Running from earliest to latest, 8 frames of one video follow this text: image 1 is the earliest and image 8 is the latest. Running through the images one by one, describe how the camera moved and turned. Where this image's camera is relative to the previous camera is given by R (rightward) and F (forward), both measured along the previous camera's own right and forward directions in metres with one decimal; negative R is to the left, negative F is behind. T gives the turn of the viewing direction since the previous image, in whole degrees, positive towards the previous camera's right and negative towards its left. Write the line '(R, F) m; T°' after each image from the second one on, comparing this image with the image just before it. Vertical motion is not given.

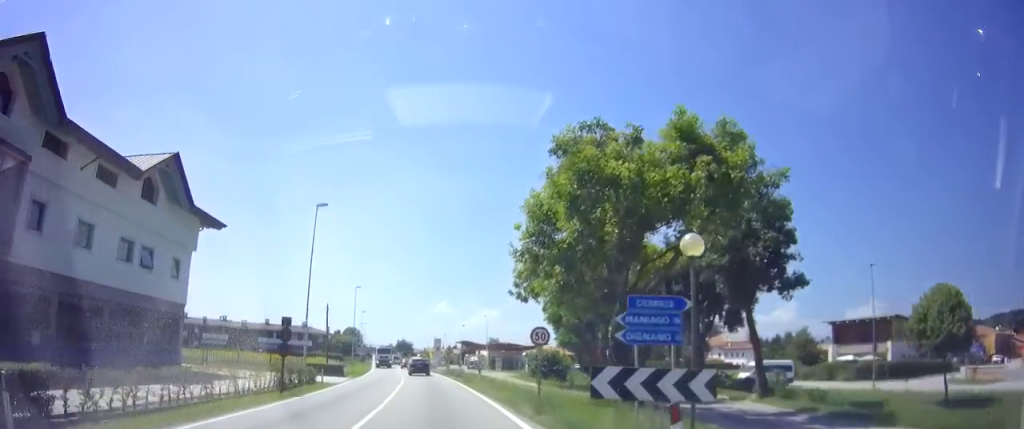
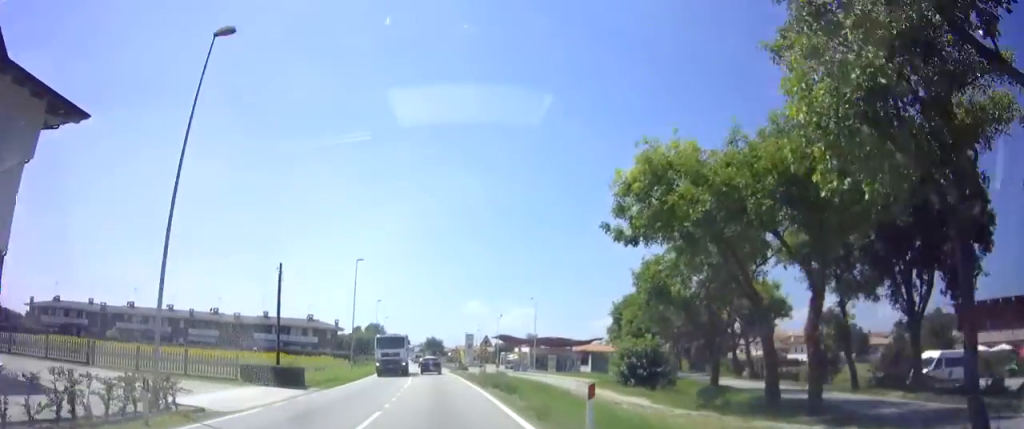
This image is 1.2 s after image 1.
(-0.4, +18.2) m; -3°
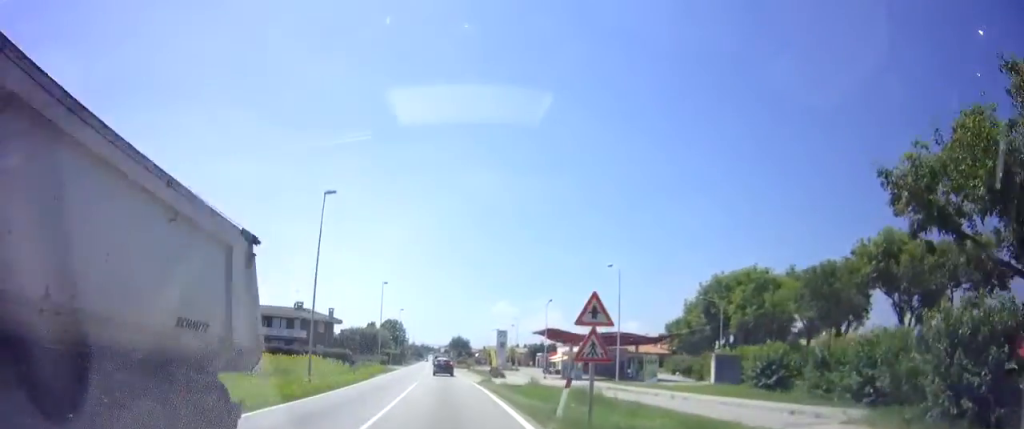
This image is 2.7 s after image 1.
(-0.9, +21.7) m; -4°
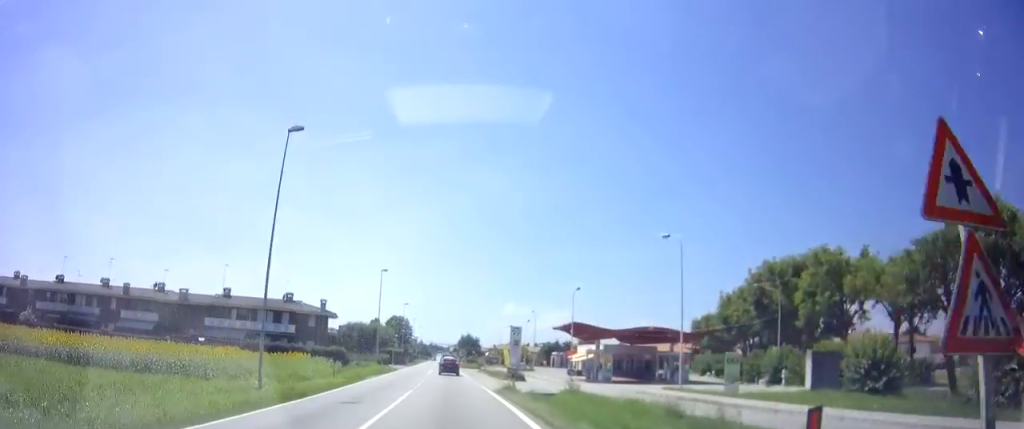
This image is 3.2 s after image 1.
(-0.1, +8.6) m; 0°
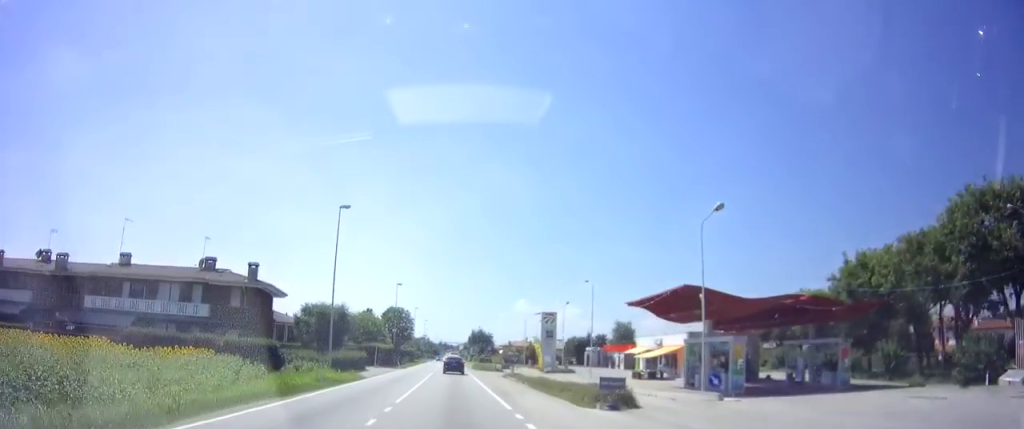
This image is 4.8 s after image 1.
(0.0, +24.6) m; -1°
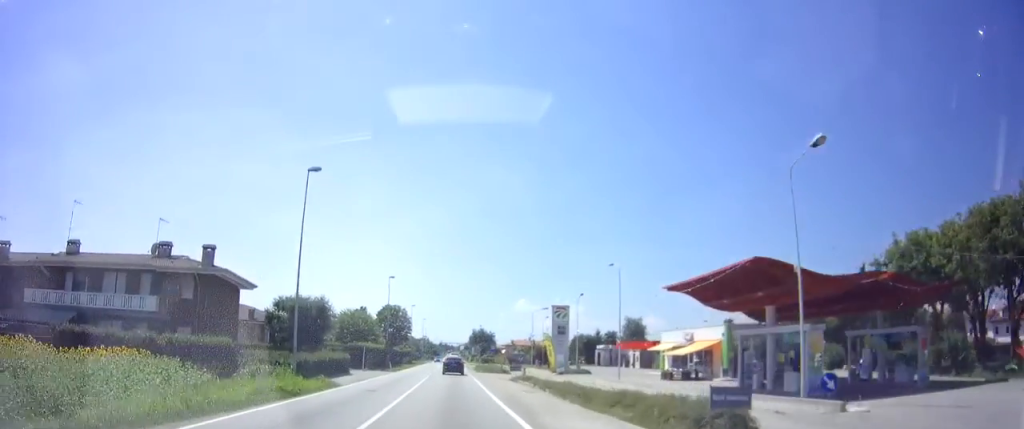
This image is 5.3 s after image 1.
(-0.2, +7.2) m; 0°
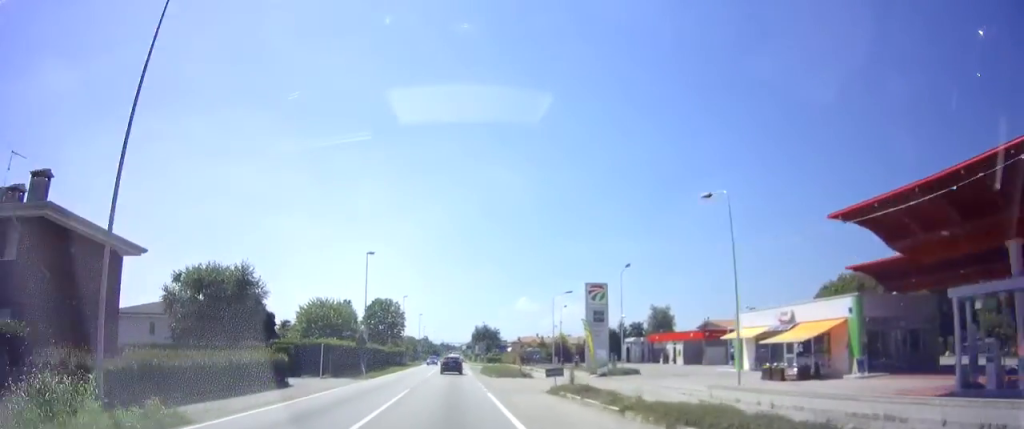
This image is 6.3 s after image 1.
(0.0, +15.0) m; 0°
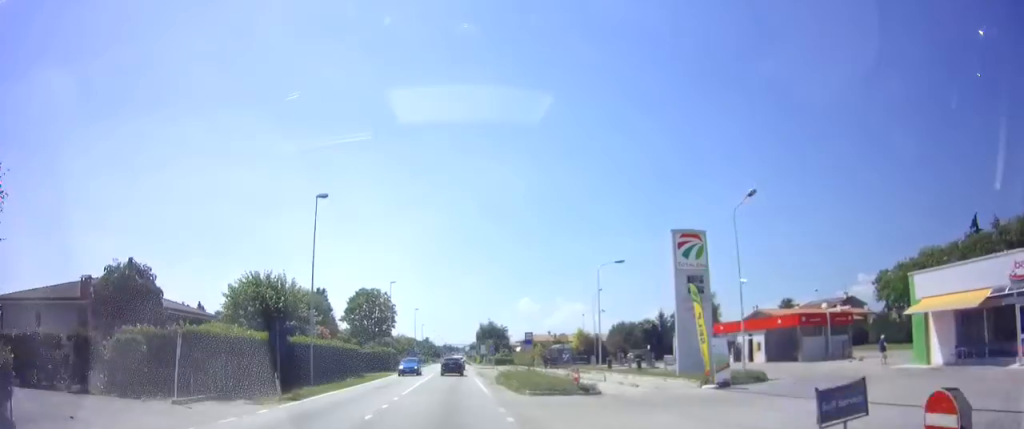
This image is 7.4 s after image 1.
(0.0, +17.7) m; -1°
